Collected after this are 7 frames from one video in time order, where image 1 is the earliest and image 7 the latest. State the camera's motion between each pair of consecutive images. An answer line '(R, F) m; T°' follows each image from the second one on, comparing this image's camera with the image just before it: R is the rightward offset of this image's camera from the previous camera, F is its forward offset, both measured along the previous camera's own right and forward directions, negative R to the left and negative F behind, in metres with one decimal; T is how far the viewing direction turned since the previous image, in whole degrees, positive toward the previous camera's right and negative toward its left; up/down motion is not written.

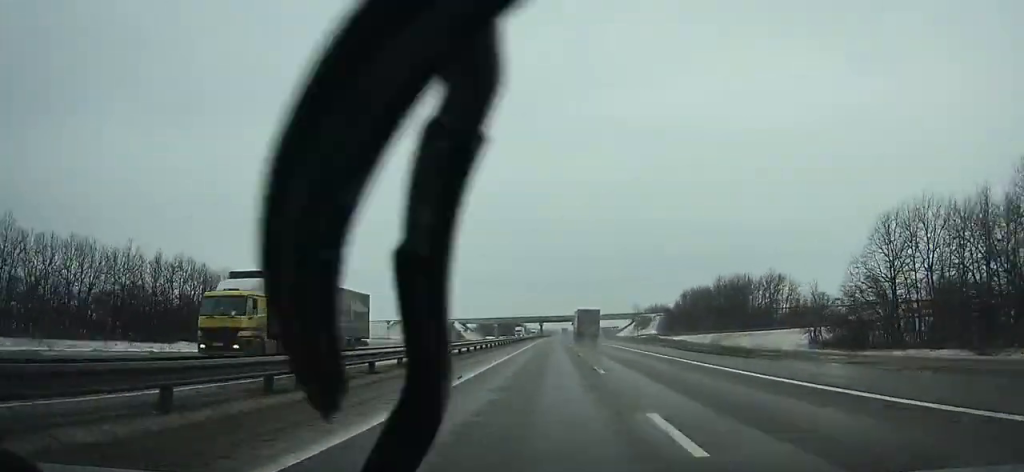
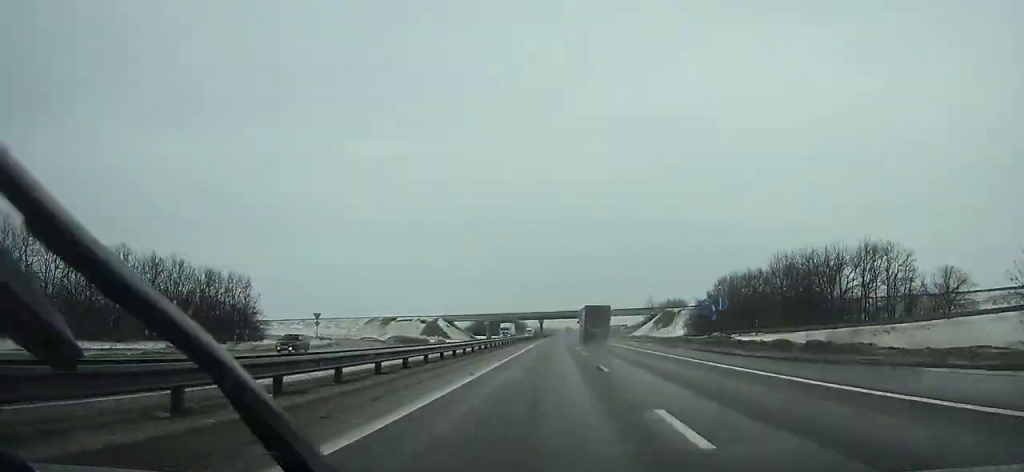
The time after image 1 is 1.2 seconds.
(-0.1, +36.1) m; 0°
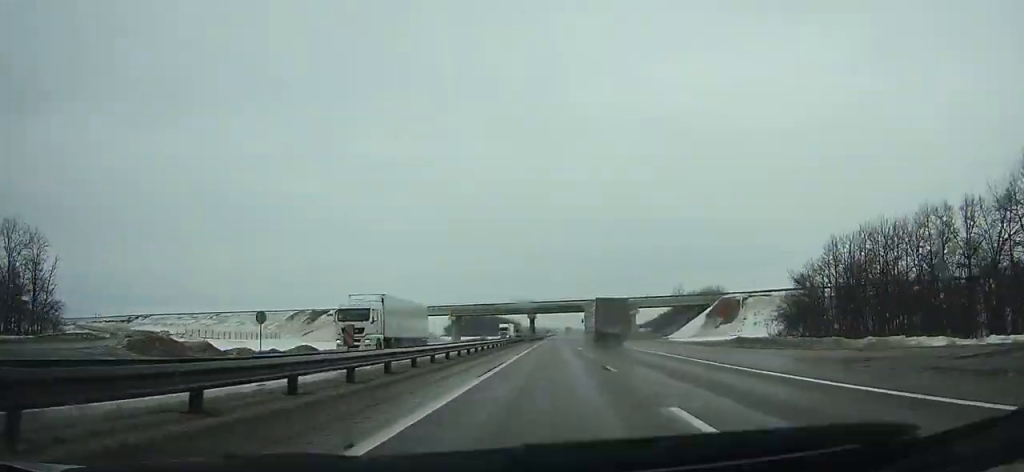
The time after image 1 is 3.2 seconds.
(+0.3, +60.6) m; 0°
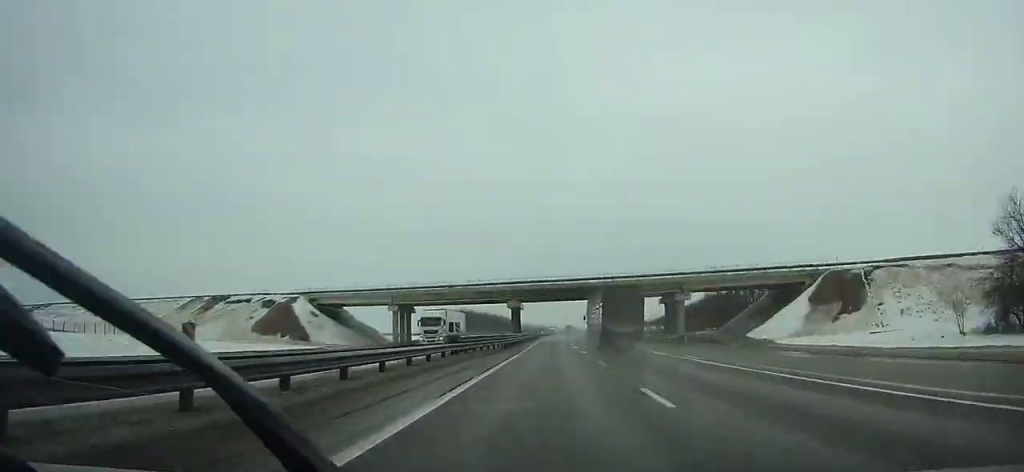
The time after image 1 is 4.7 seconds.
(+0.1, +45.4) m; 0°
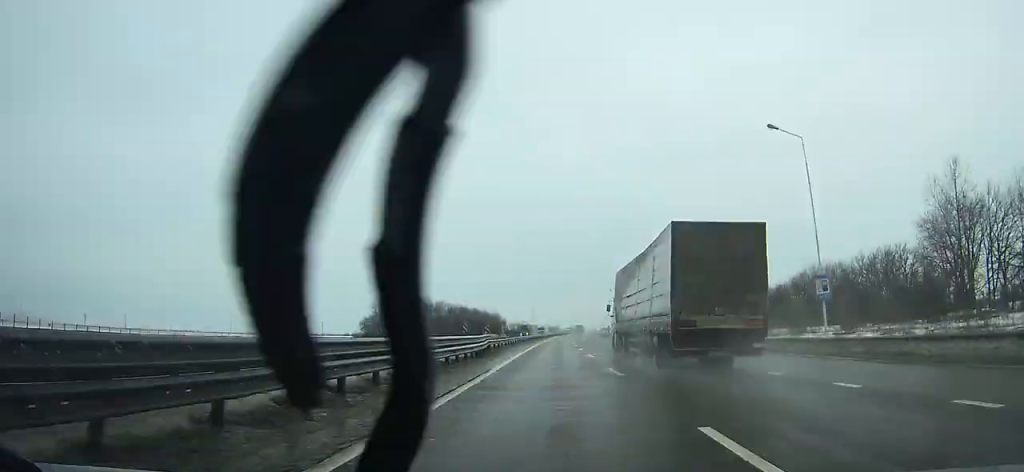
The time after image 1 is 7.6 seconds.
(0.0, +88.0) m; 0°
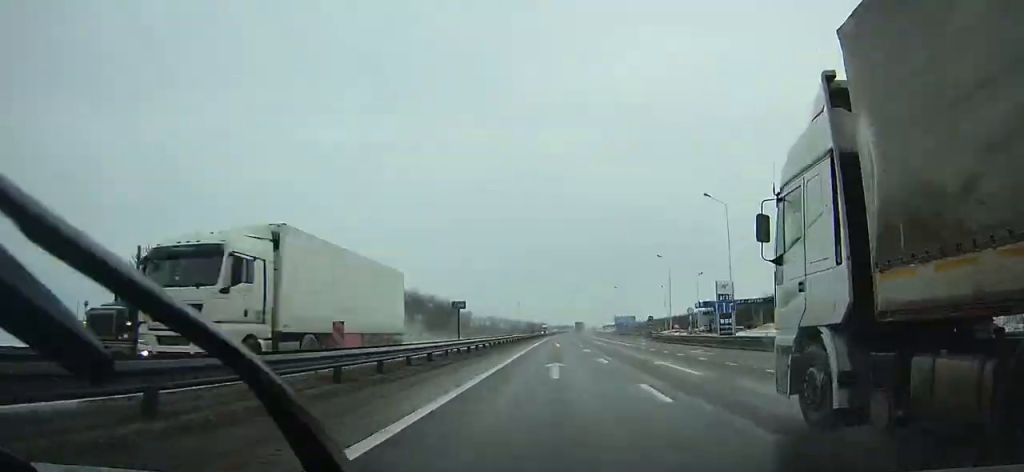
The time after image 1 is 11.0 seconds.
(+1.3, +101.7) m; +1°
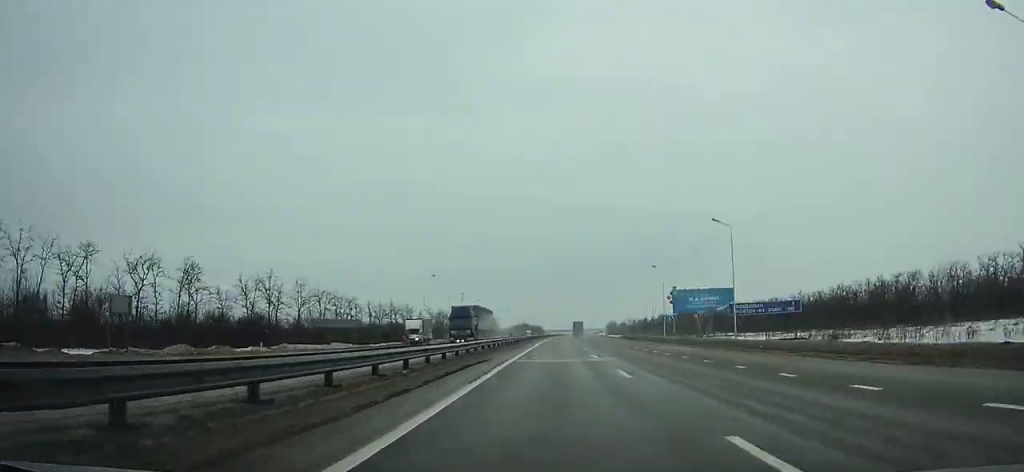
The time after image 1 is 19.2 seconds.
(+5.5, +235.4) m; +3°
